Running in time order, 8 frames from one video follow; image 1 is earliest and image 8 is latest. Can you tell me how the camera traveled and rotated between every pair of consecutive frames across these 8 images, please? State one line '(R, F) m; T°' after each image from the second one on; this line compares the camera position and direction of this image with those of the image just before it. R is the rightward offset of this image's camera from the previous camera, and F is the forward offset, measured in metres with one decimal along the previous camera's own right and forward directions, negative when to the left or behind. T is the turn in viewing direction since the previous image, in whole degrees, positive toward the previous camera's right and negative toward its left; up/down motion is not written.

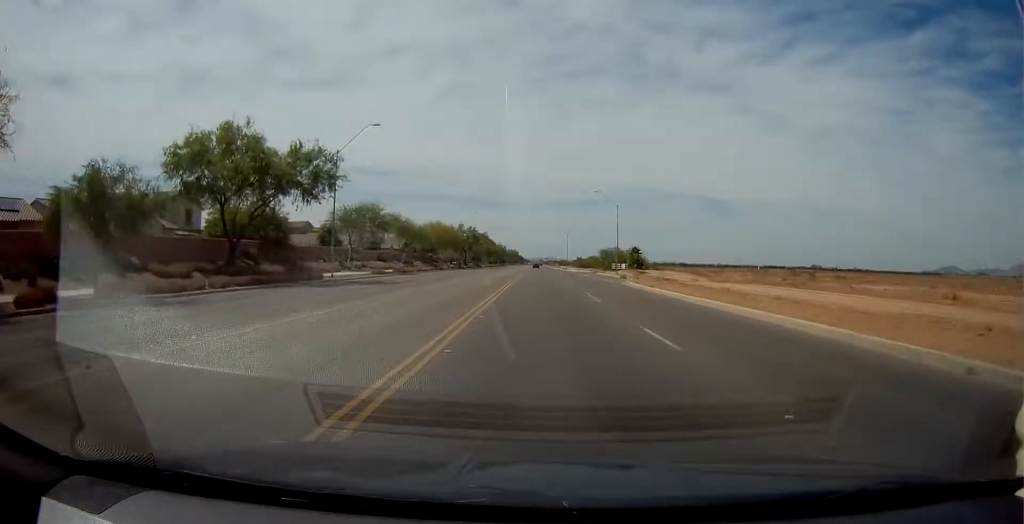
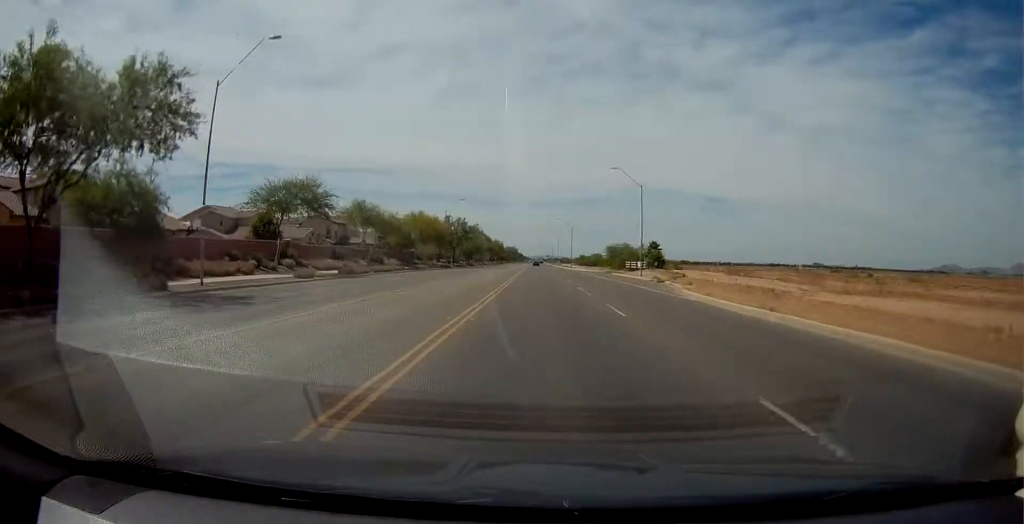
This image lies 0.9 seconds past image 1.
(0.0, +19.0) m; 0°
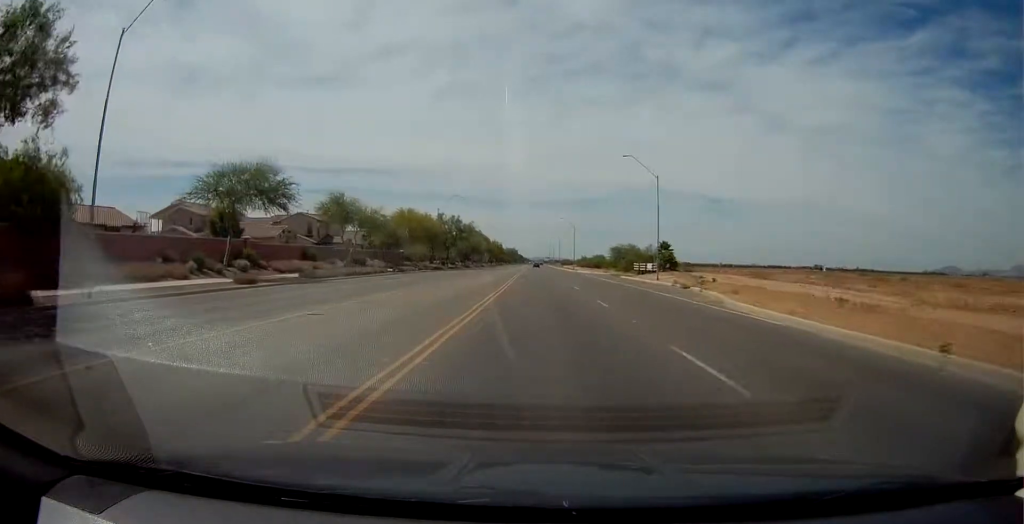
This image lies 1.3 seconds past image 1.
(-0.1, +8.5) m; +1°
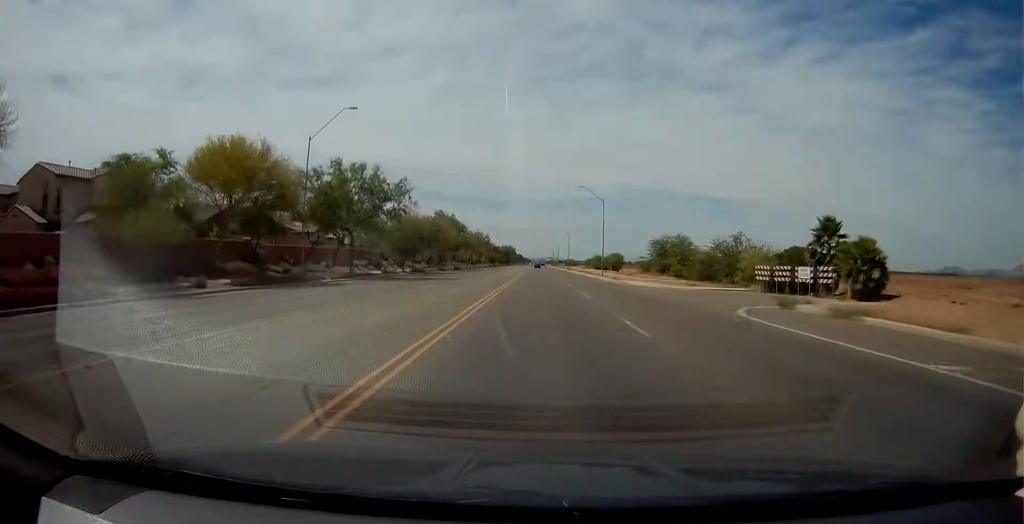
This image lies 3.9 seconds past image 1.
(-0.1, +54.8) m; -3°
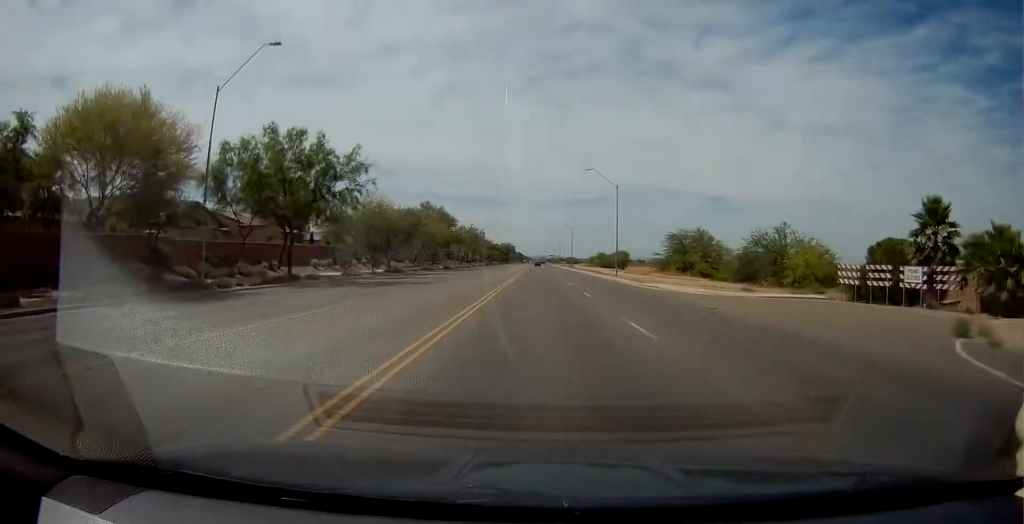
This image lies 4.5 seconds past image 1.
(-0.5, +12.9) m; 0°
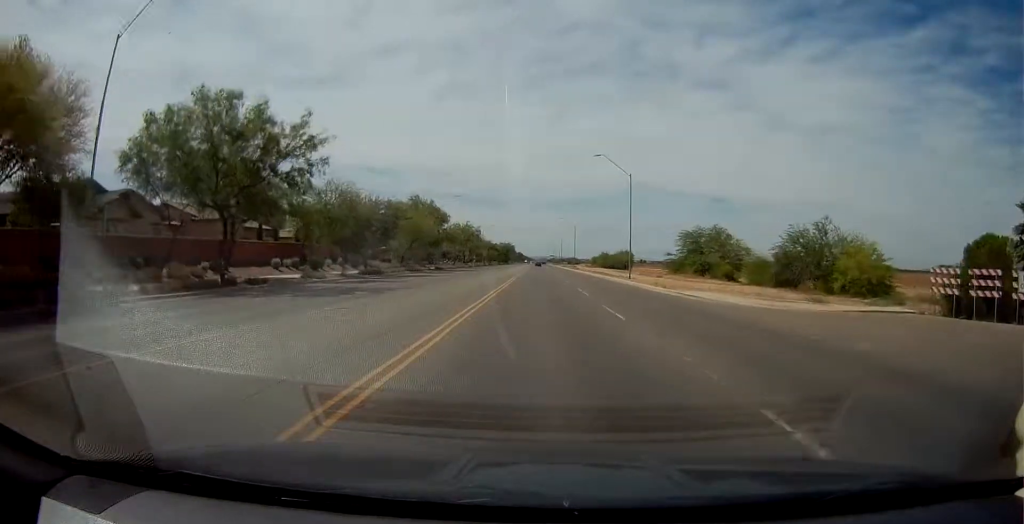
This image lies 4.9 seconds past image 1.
(+0.1, +8.7) m; +1°
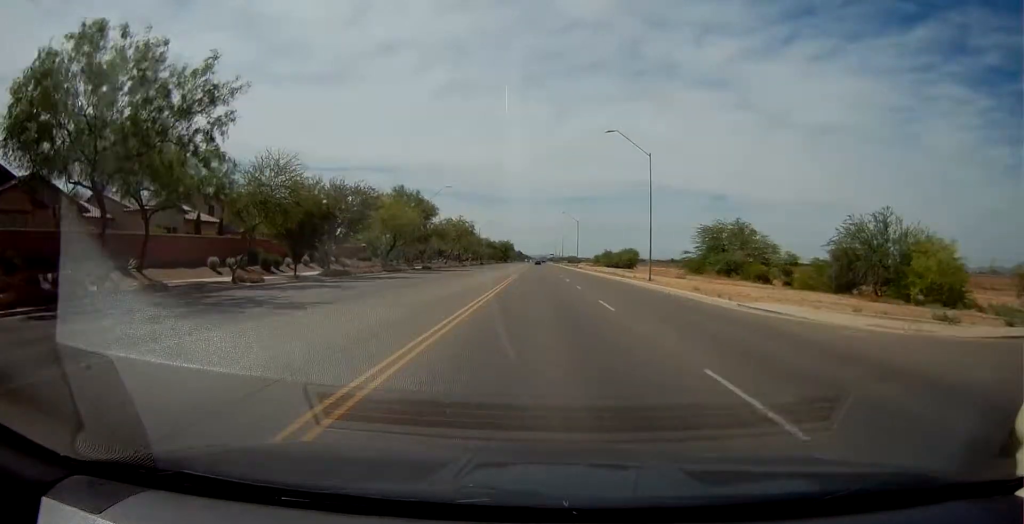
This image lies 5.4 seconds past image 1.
(+0.2, +9.8) m; +1°
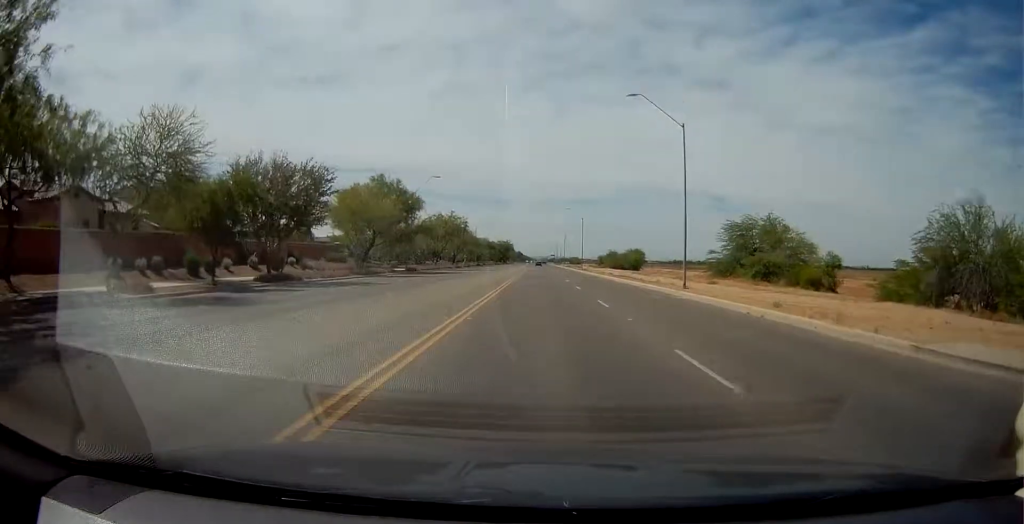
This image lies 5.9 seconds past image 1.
(+0.1, +10.5) m; +1°
